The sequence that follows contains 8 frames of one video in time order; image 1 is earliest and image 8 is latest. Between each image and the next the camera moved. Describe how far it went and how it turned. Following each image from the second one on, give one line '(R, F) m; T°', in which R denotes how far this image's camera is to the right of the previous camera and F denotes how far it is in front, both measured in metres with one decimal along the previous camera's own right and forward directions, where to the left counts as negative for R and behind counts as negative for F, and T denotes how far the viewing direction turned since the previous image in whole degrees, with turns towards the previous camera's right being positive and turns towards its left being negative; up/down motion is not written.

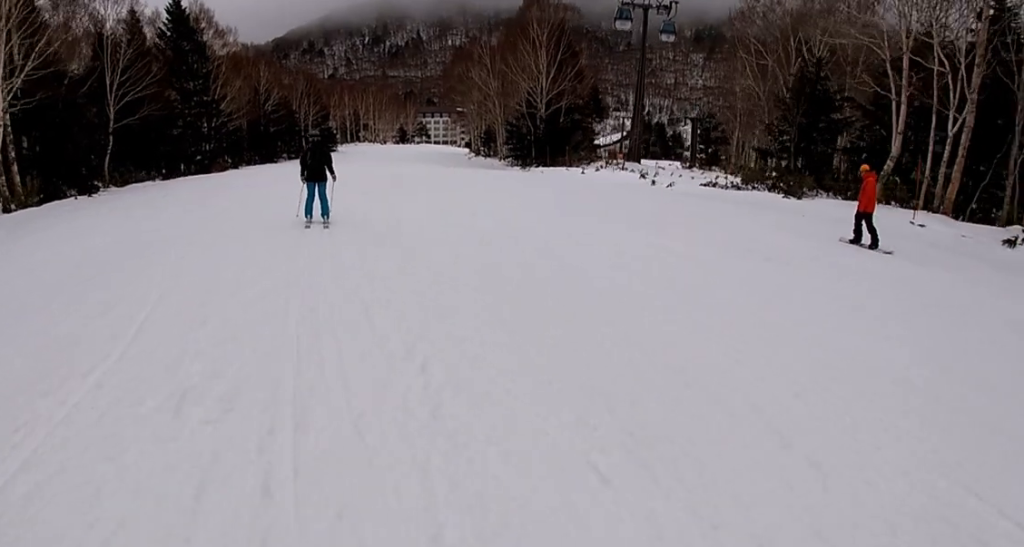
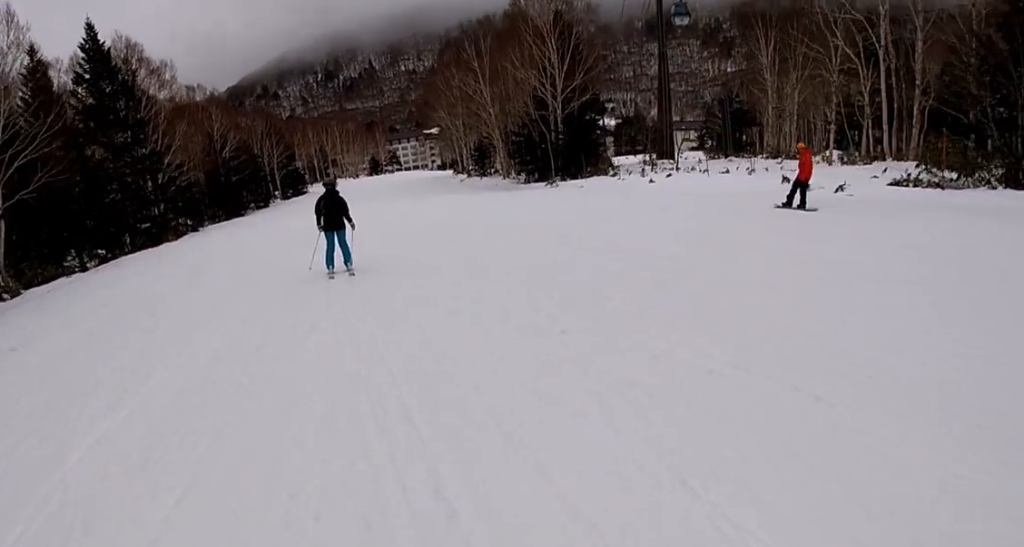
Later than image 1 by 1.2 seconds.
(-0.3, +11.7) m; +9°
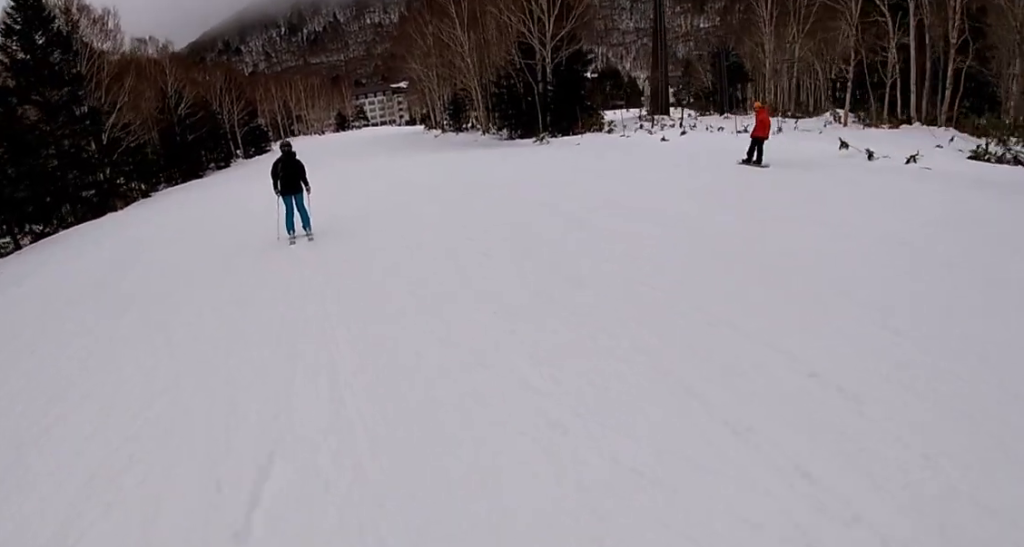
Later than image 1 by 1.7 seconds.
(+0.8, +4.1) m; +1°
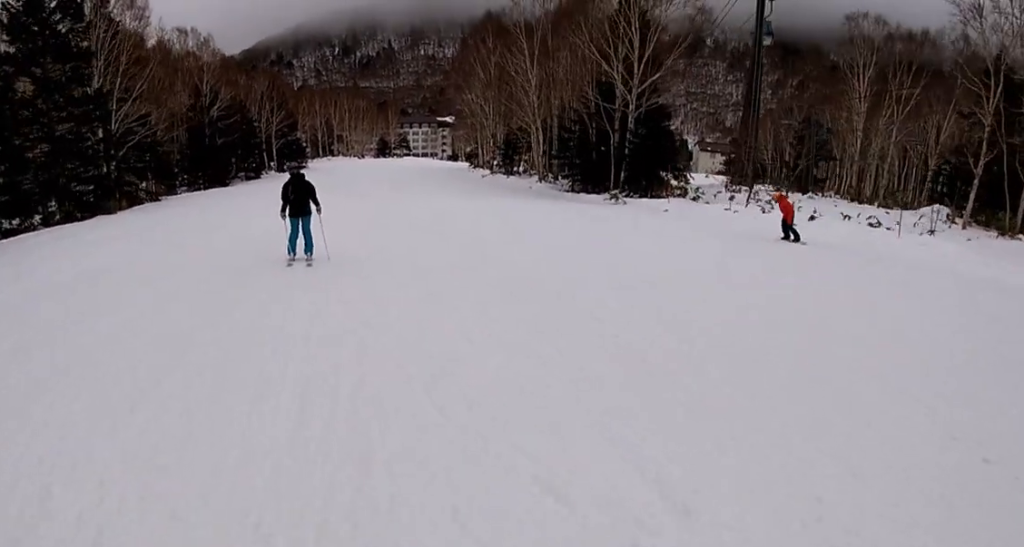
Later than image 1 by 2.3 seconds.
(+0.8, +6.4) m; 0°
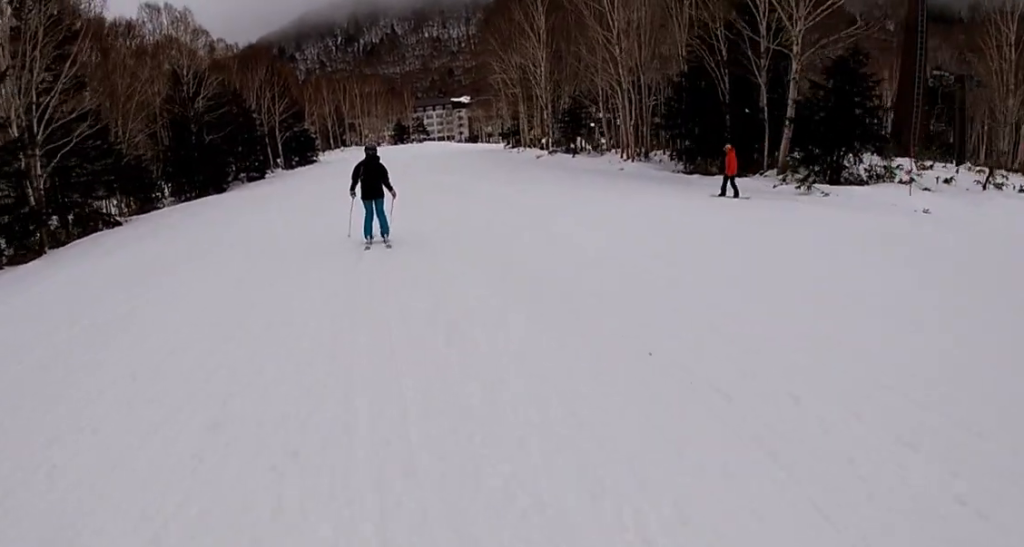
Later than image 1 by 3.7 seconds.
(-1.9, +12.6) m; -7°
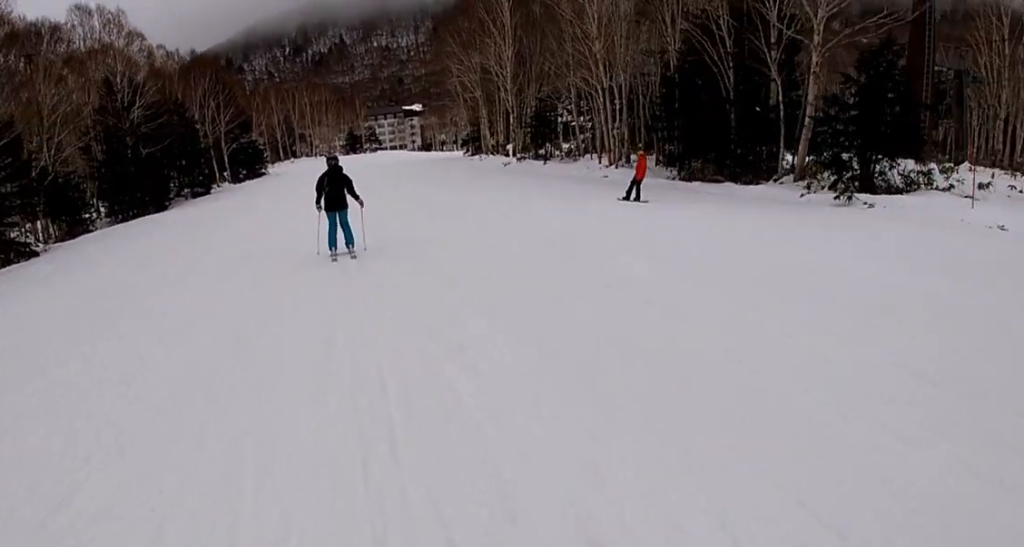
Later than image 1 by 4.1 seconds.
(-0.3, +4.2) m; +2°
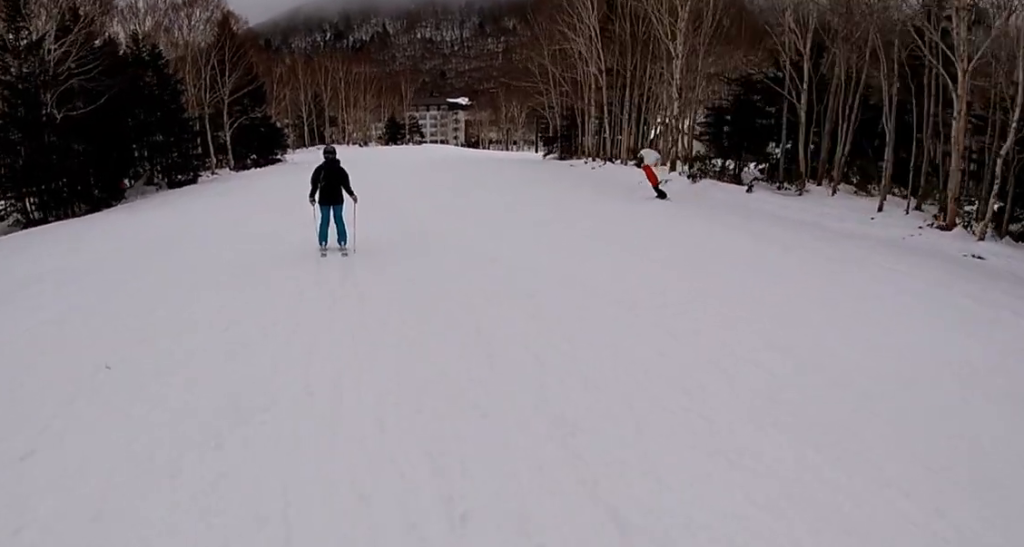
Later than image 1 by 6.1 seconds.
(+1.0, +20.1) m; -3°
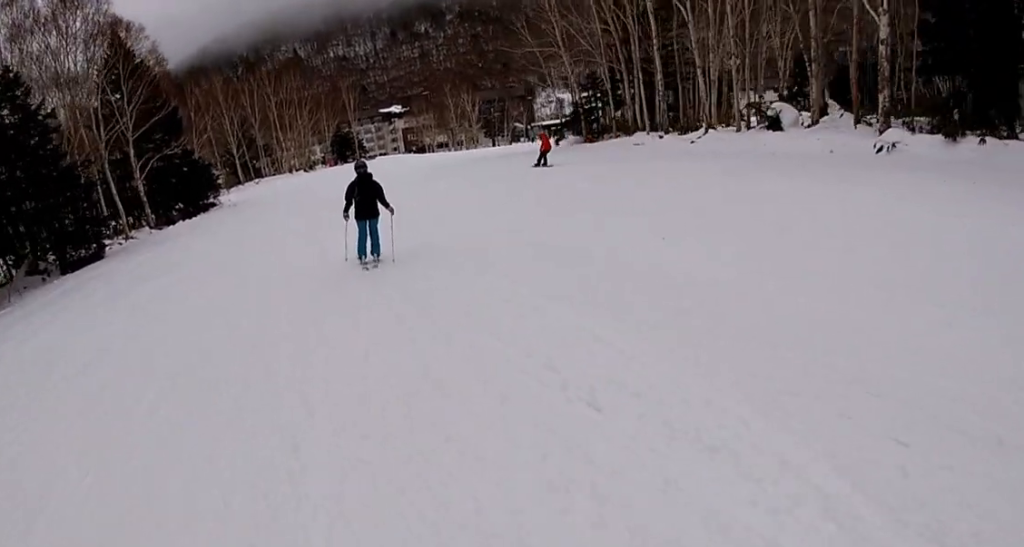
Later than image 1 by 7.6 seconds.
(+0.8, +14.6) m; +12°
